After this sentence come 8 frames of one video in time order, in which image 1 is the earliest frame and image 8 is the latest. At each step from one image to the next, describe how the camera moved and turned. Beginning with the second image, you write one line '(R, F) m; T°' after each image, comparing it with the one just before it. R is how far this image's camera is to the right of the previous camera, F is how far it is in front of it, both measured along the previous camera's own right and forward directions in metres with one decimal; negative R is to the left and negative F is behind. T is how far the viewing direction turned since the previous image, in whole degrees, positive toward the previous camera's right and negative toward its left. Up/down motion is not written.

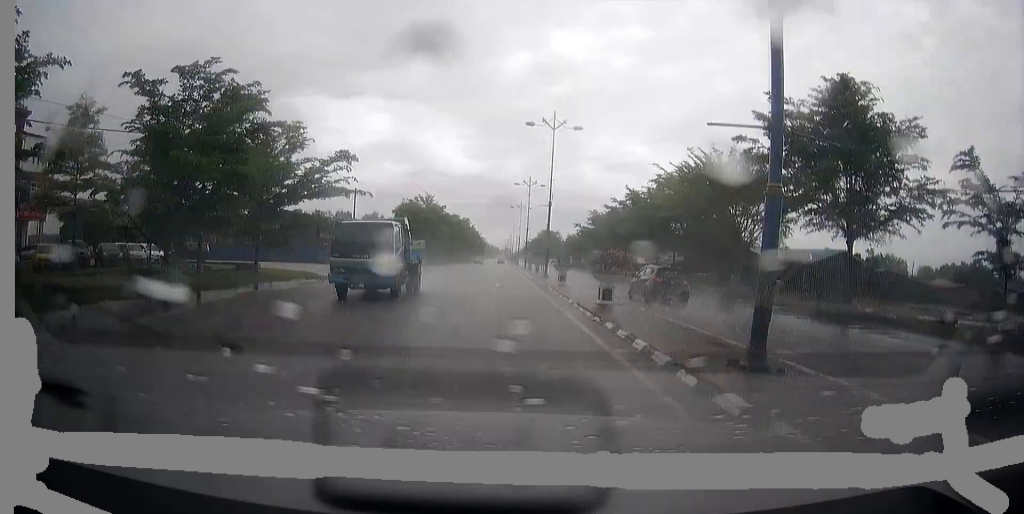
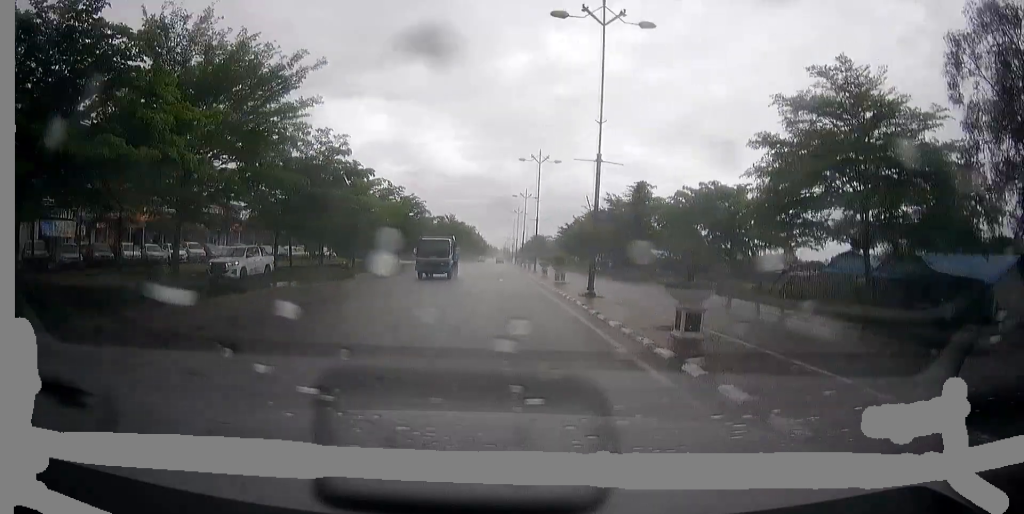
(-0.3, +48.7) m; 0°
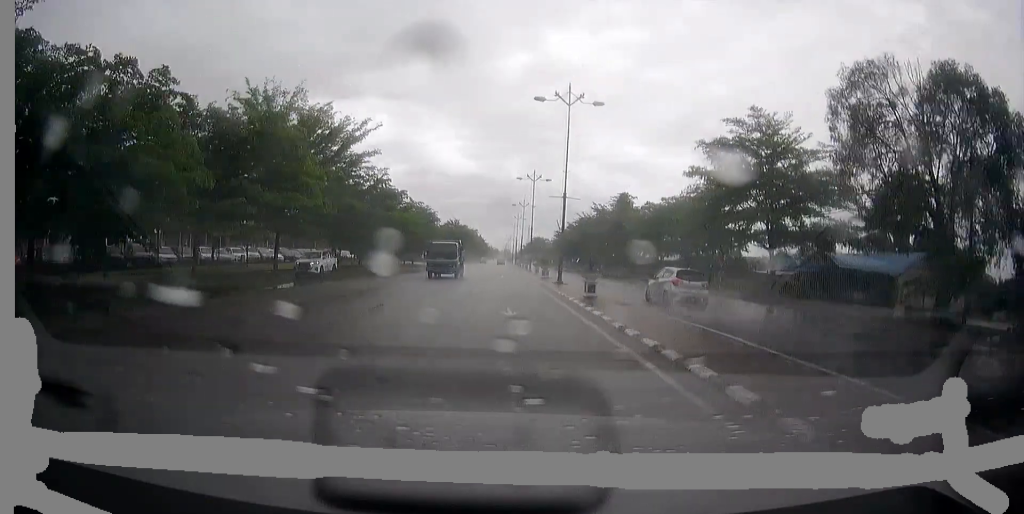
(0.0, +10.6) m; 0°
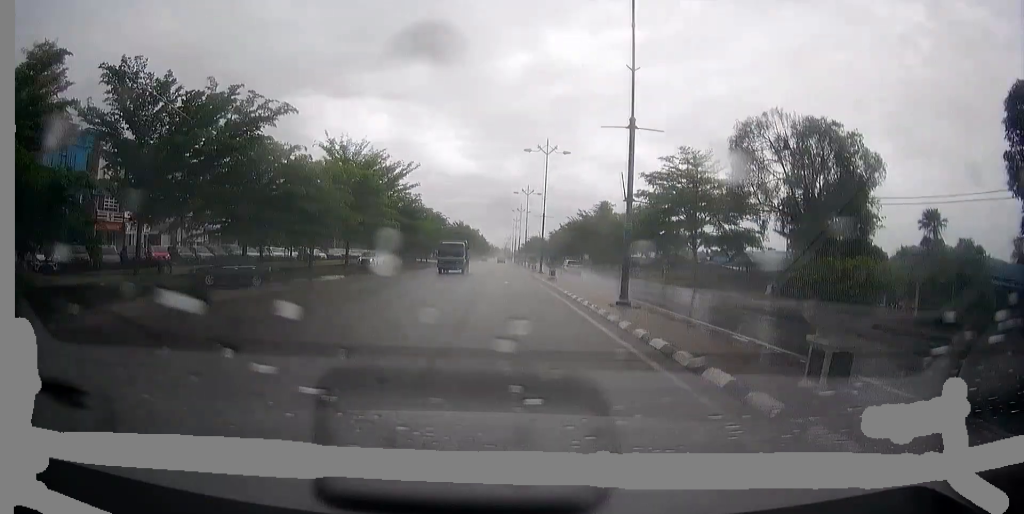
(0.0, +16.4) m; 0°
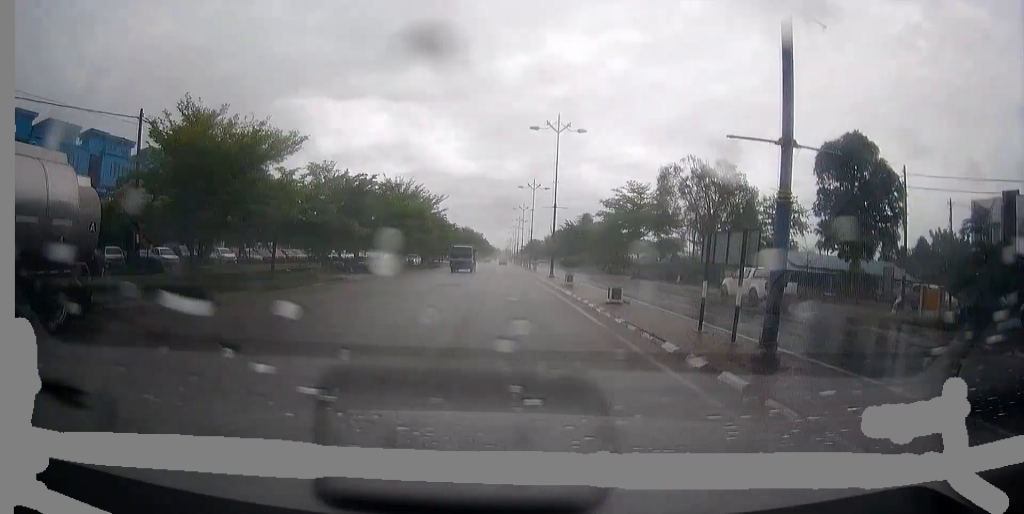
(-0.1, +25.4) m; 0°
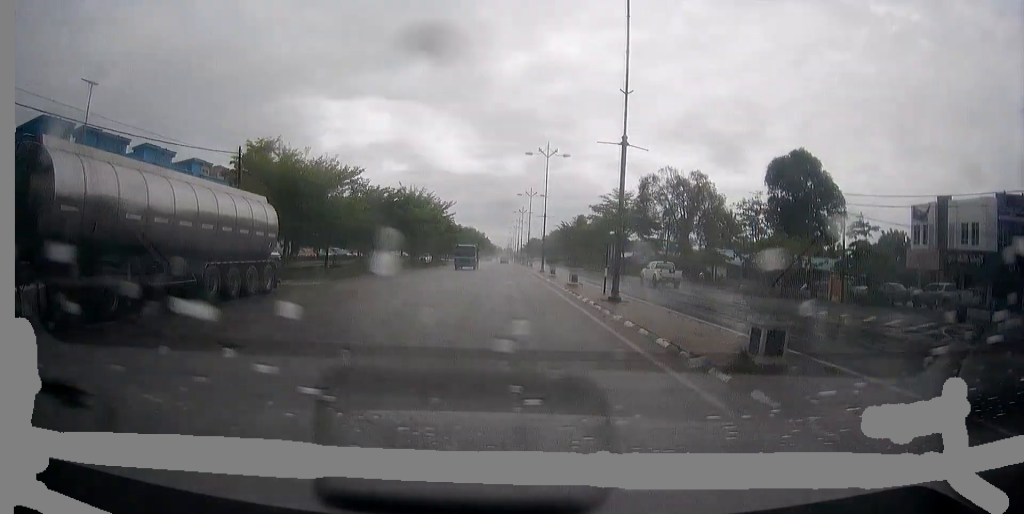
(0.0, +10.7) m; 0°
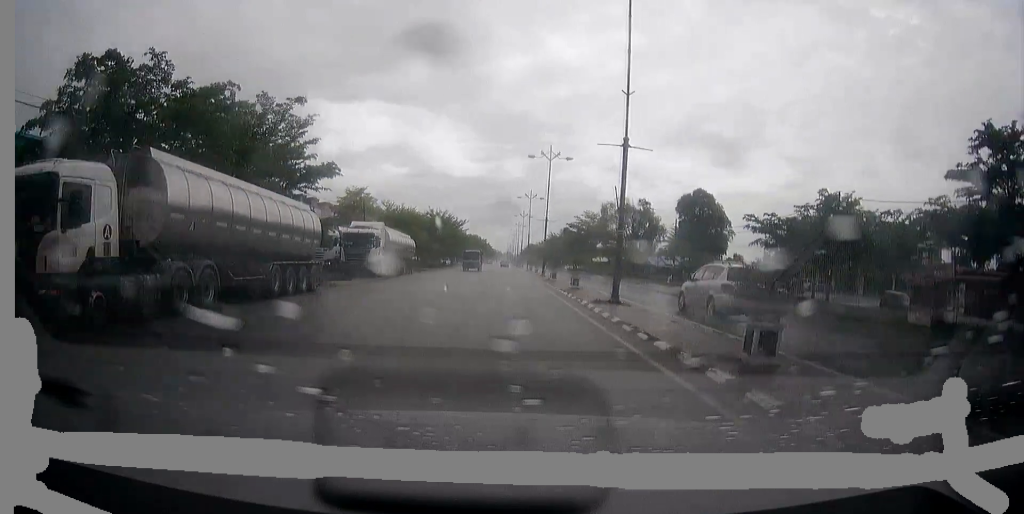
(0.0, +32.0) m; 0°
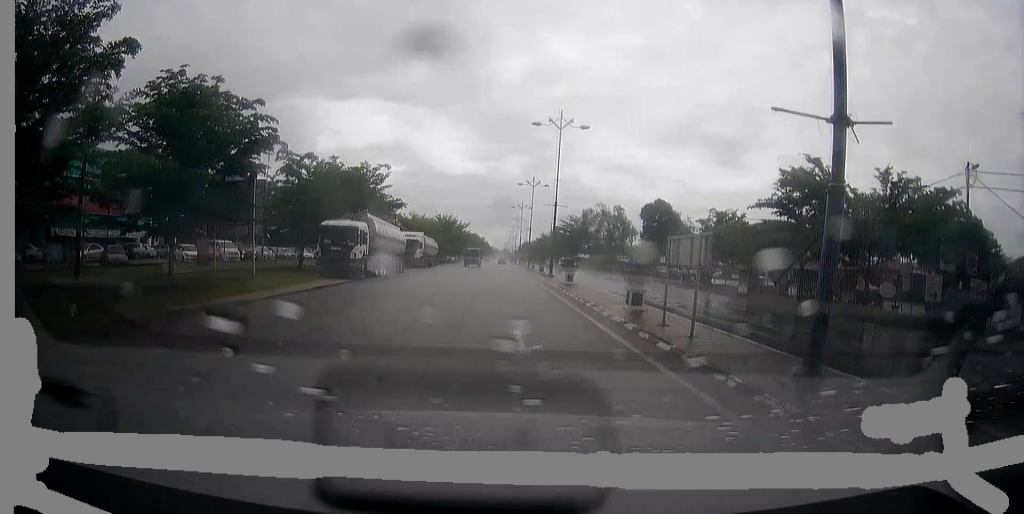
(+0.1, +23.0) m; +1°
